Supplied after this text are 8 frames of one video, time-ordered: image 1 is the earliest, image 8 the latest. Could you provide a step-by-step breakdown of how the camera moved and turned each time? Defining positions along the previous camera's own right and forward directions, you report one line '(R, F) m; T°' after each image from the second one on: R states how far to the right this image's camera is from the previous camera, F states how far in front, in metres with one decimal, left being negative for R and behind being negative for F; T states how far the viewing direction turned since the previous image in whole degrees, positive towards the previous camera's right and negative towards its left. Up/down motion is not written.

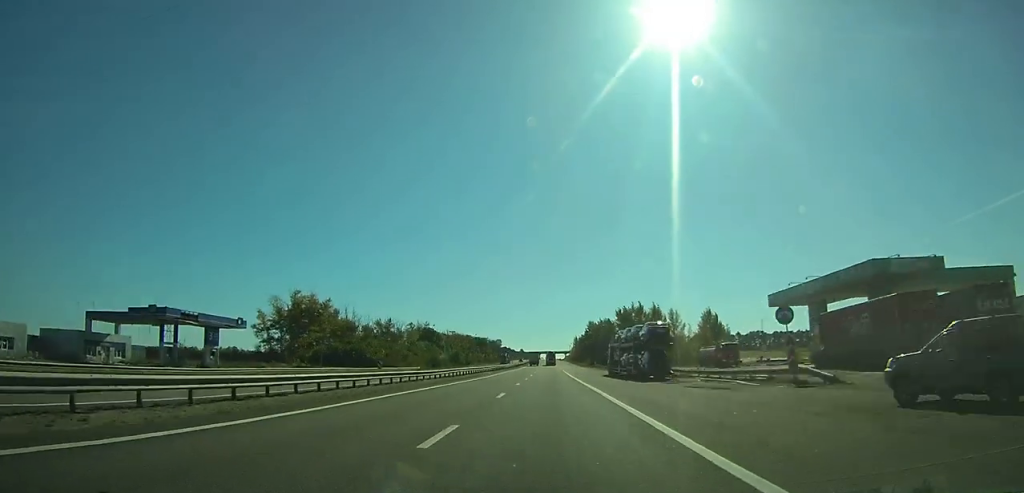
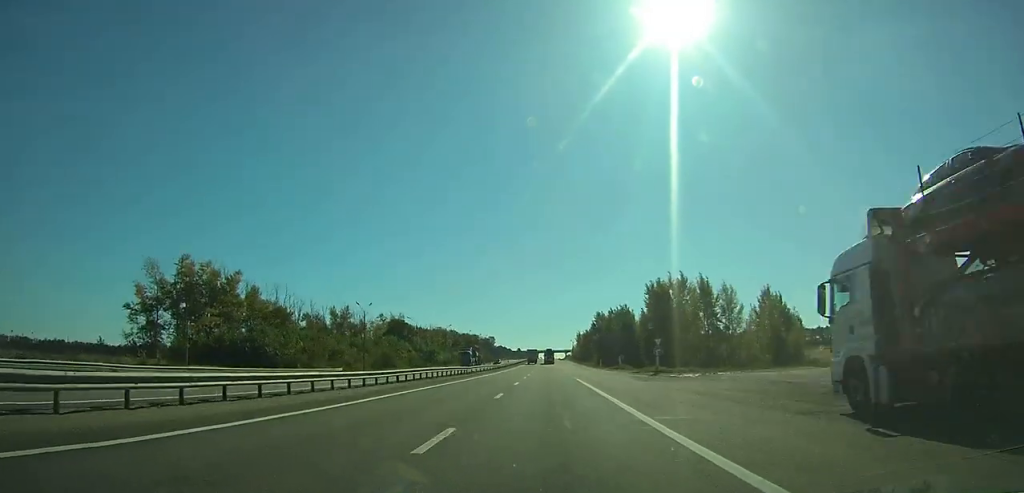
(-0.1, +47.6) m; 0°
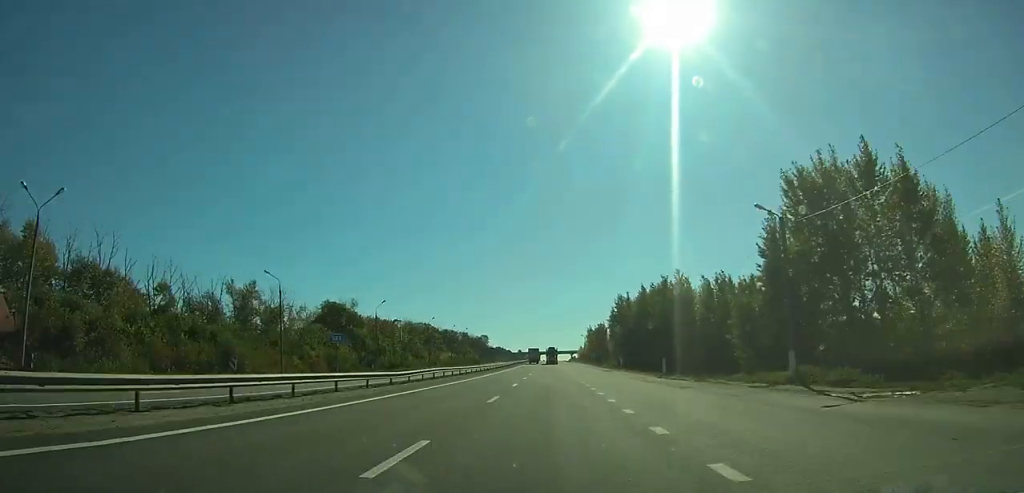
(-0.1, +60.5) m; 0°
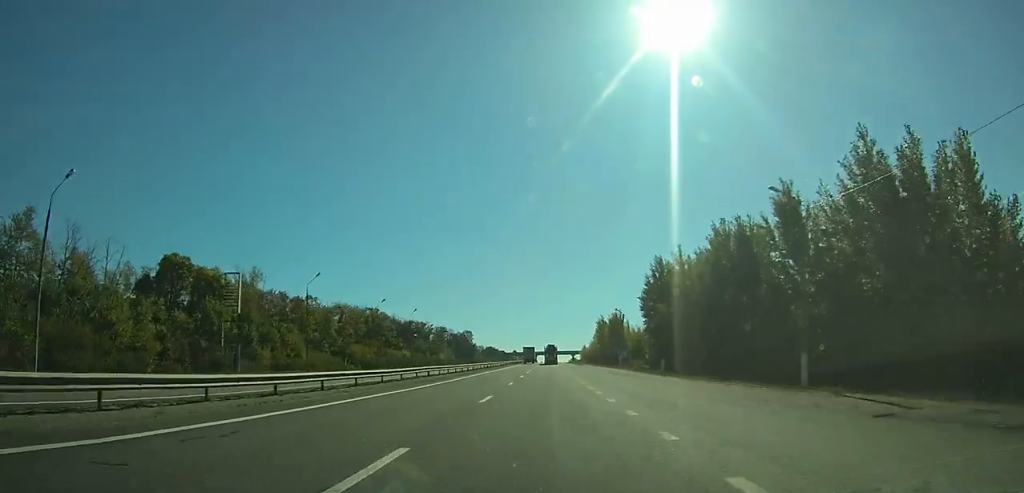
(0.0, +59.6) m; 0°
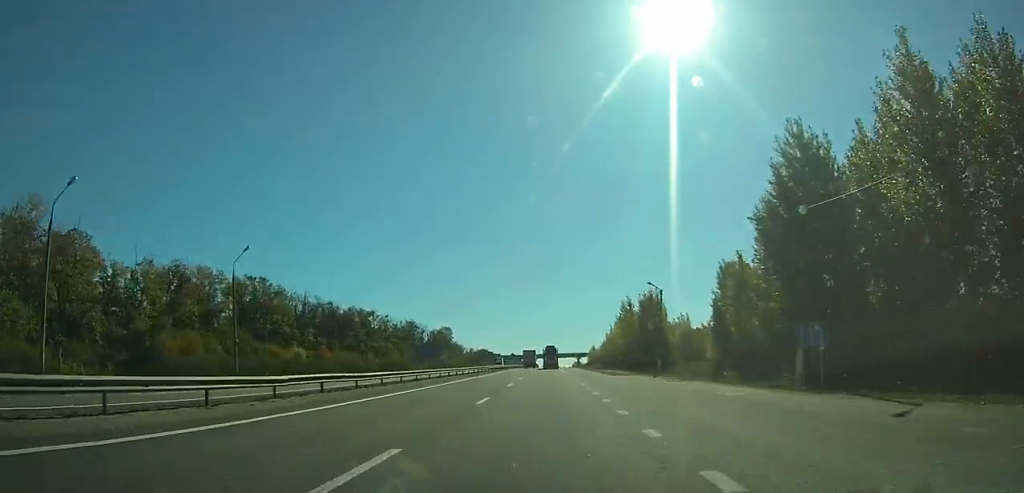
(+0.2, +58.3) m; 0°
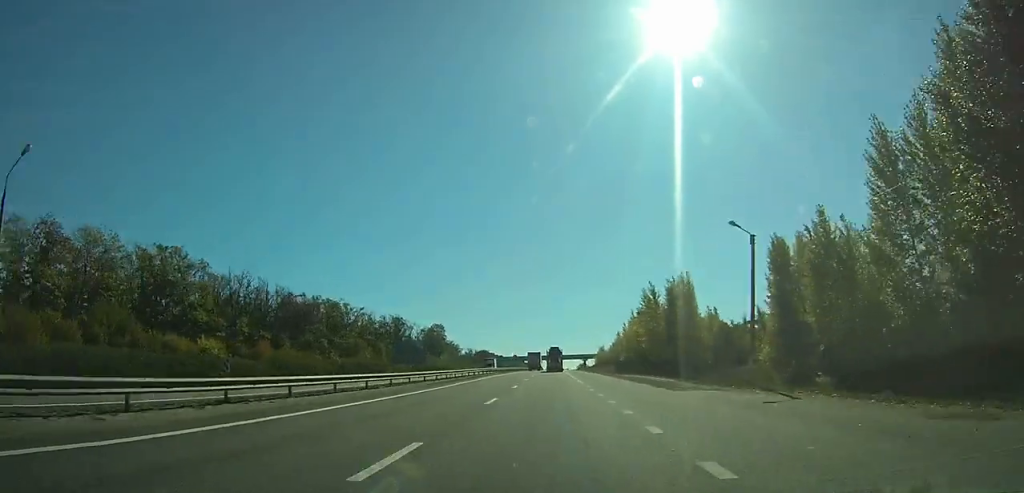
(+0.1, +23.0) m; 0°
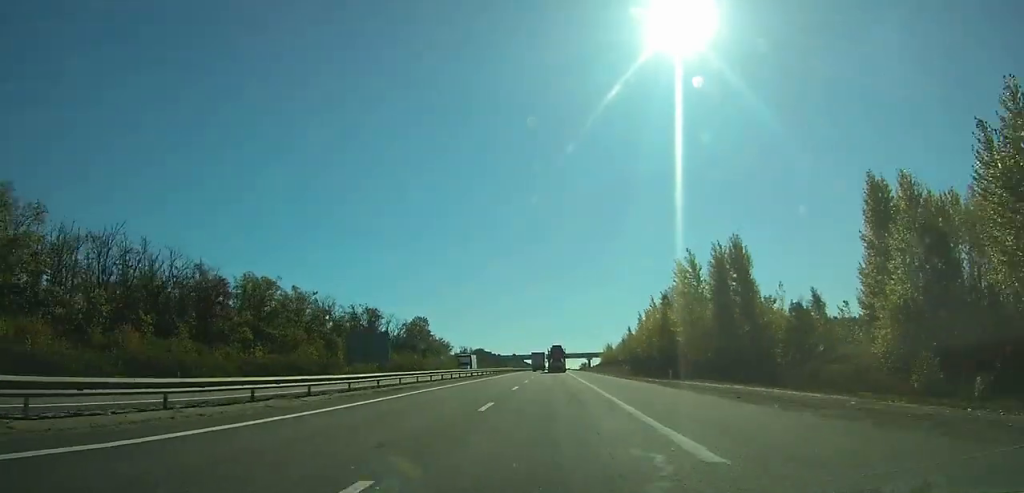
(-0.2, +26.7) m; 0°
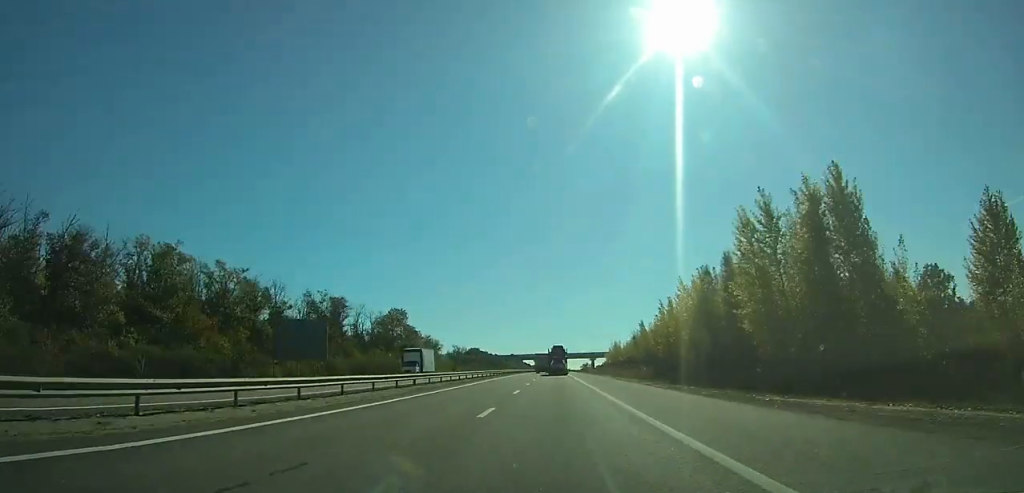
(-0.1, +24.9) m; 0°
